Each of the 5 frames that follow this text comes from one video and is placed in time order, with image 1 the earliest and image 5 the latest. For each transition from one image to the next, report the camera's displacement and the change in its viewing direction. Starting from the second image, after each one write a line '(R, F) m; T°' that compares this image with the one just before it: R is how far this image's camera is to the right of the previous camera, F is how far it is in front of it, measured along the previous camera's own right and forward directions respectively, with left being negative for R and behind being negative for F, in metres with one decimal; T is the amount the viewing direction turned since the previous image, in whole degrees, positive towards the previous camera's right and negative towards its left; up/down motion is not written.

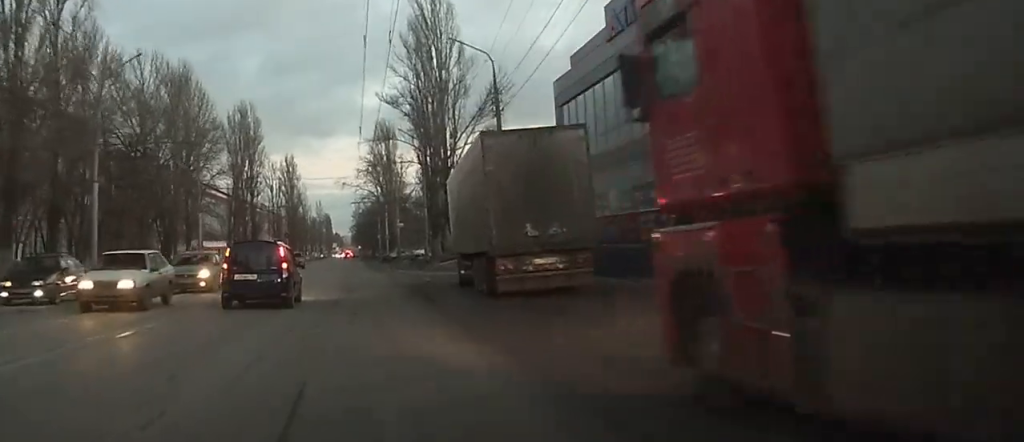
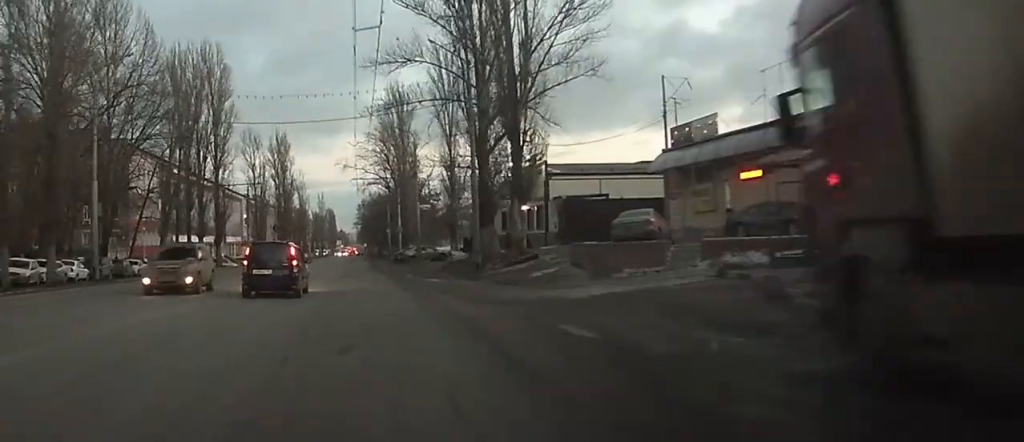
(+0.3, +29.9) m; 0°
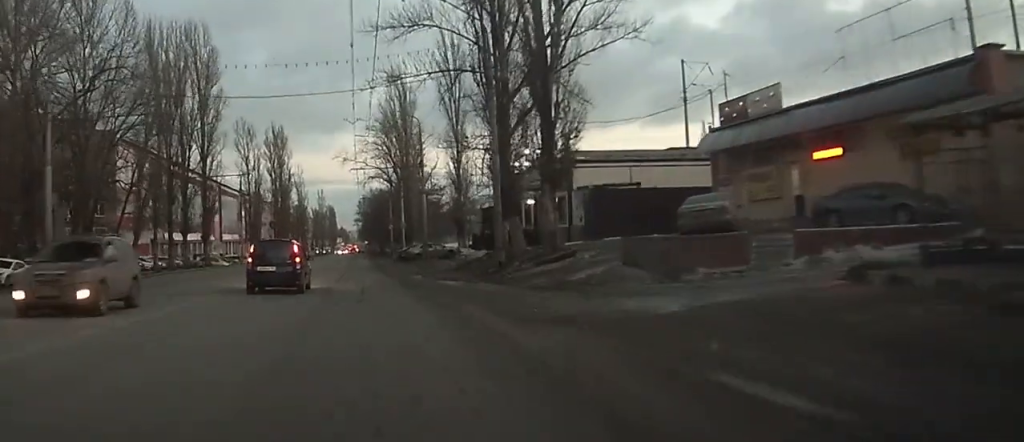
(0.0, +6.7) m; 0°
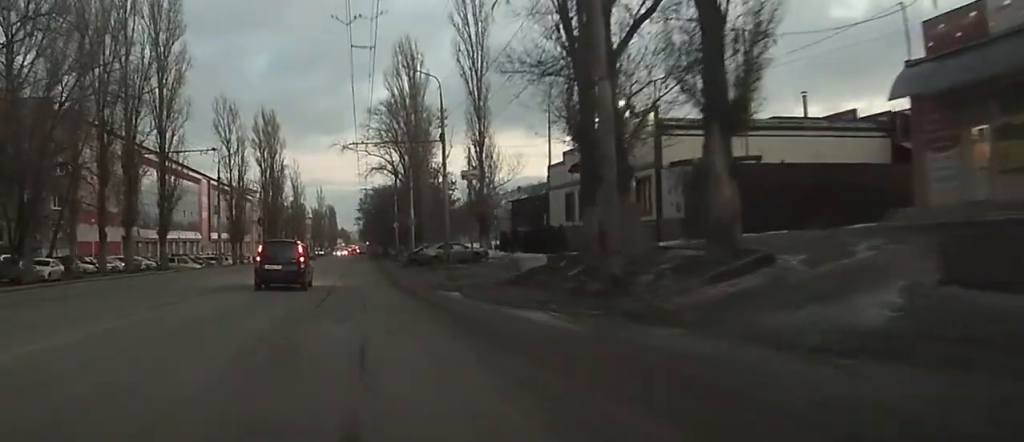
(-0.1, +16.4) m; 0°
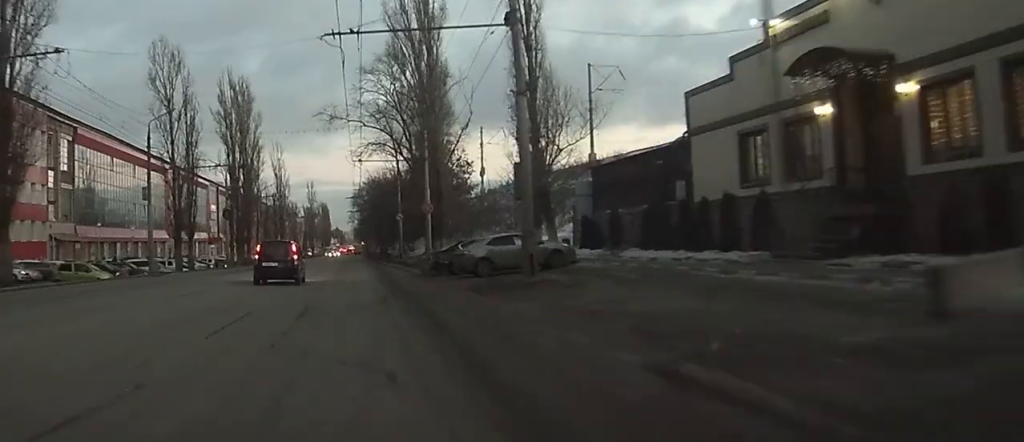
(+0.1, +26.3) m; 0°
